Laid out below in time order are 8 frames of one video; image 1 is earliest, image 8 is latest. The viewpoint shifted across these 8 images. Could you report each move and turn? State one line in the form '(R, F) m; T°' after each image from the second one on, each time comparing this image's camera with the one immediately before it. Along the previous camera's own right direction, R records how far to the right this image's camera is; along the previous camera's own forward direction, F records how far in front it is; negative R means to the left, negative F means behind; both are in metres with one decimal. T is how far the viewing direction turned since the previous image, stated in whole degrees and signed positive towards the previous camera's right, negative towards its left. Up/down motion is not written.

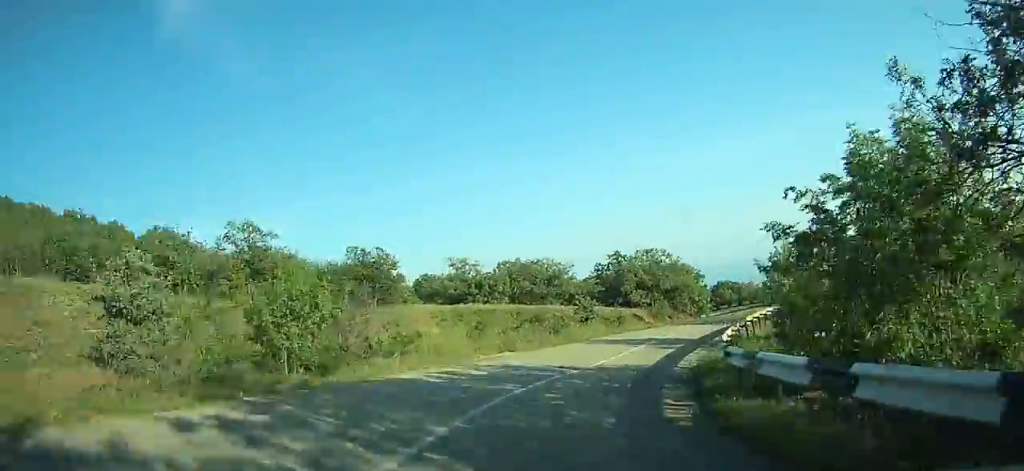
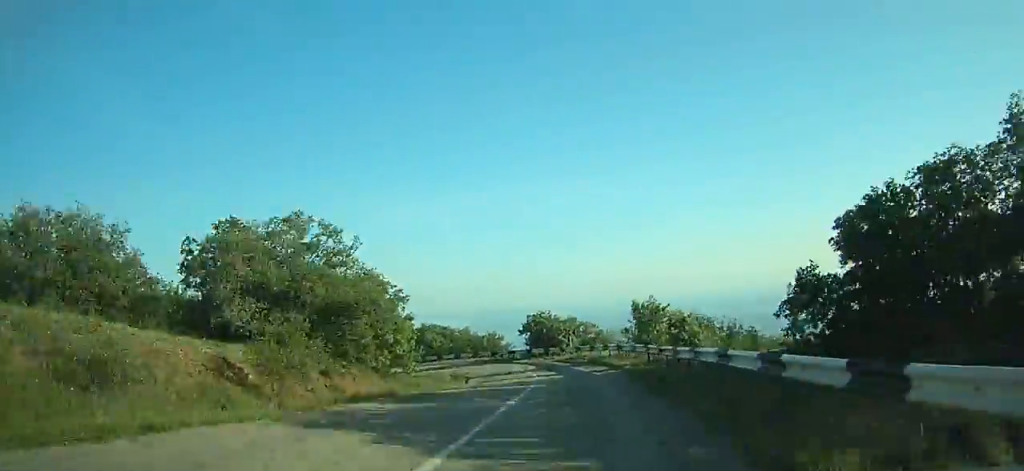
(+3.0, +25.0) m; +13°
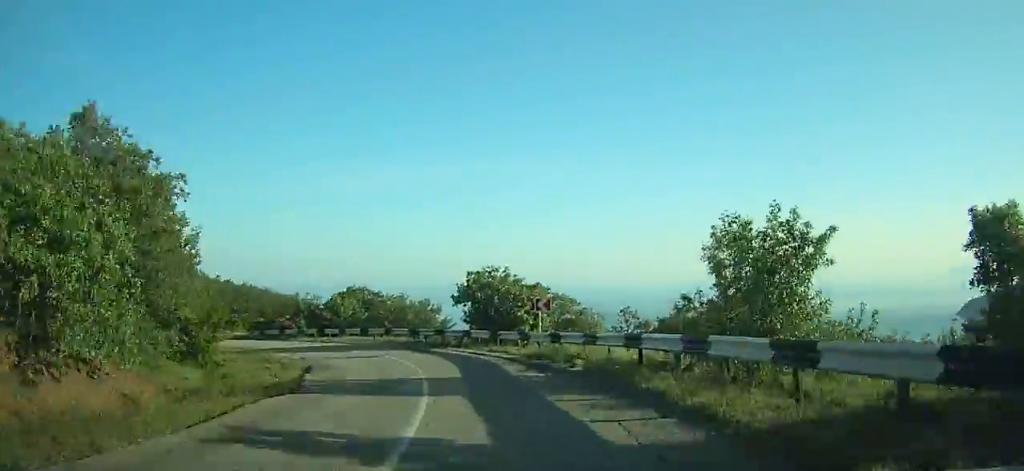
(+3.5, +17.7) m; +1°
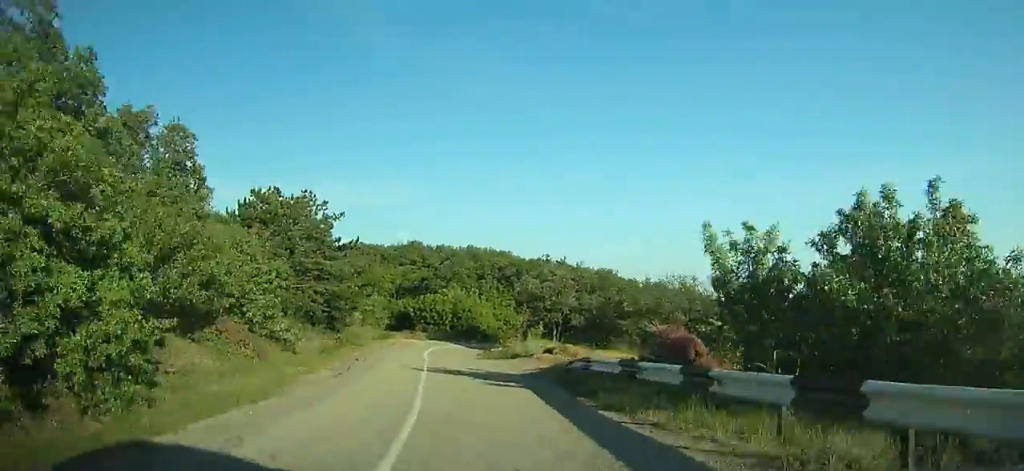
(-2.8, +38.8) m; -19°
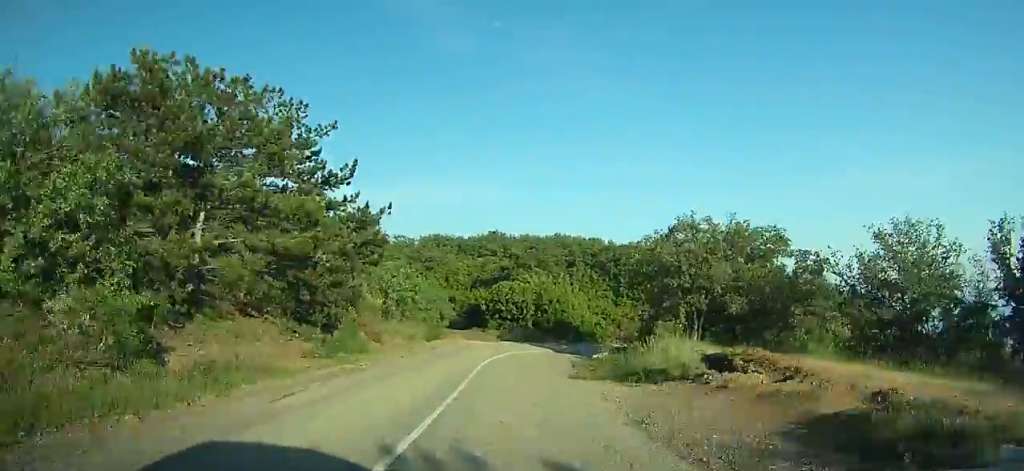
(-2.5, +15.3) m; -4°
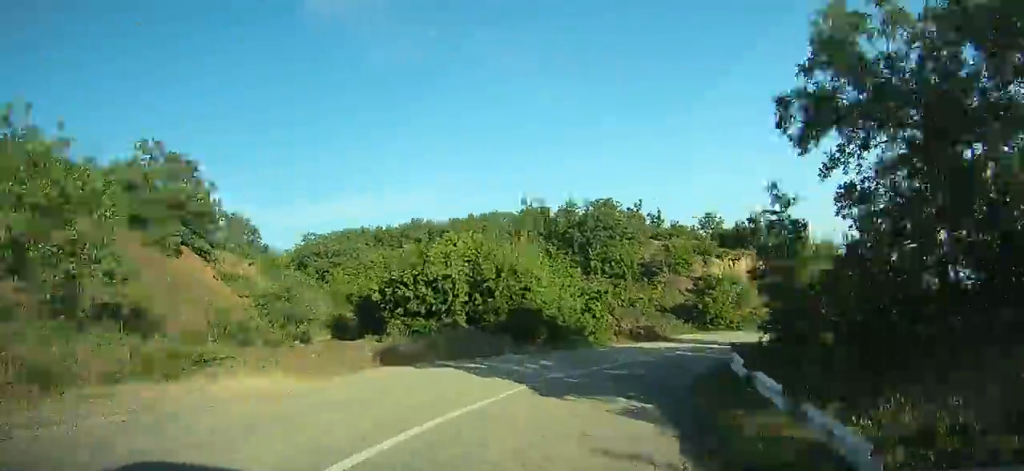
(-3.9, +23.3) m; -2°
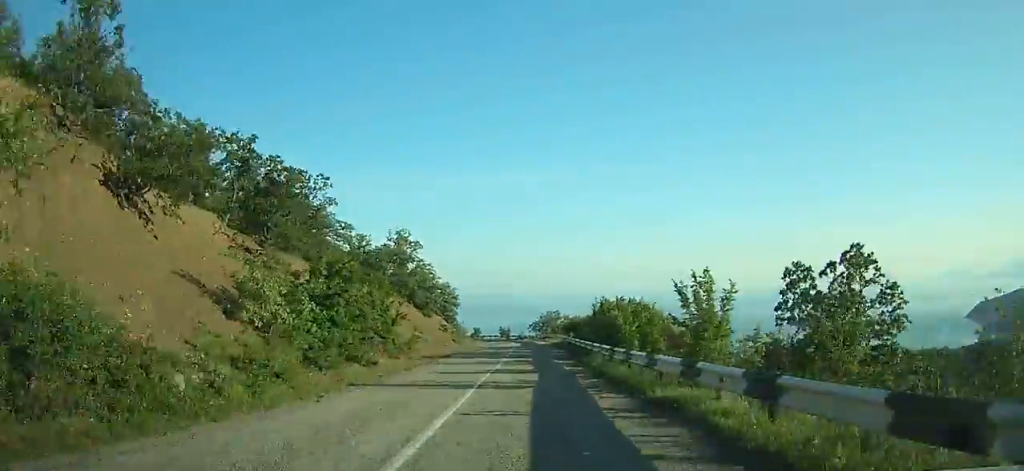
(+17.8, +50.3) m; +35°
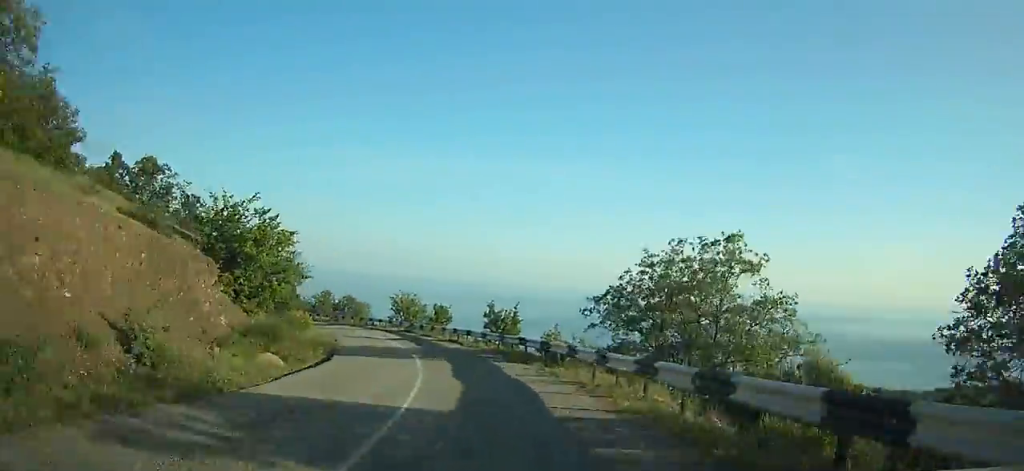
(+7.6, +65.4) m; +1°
